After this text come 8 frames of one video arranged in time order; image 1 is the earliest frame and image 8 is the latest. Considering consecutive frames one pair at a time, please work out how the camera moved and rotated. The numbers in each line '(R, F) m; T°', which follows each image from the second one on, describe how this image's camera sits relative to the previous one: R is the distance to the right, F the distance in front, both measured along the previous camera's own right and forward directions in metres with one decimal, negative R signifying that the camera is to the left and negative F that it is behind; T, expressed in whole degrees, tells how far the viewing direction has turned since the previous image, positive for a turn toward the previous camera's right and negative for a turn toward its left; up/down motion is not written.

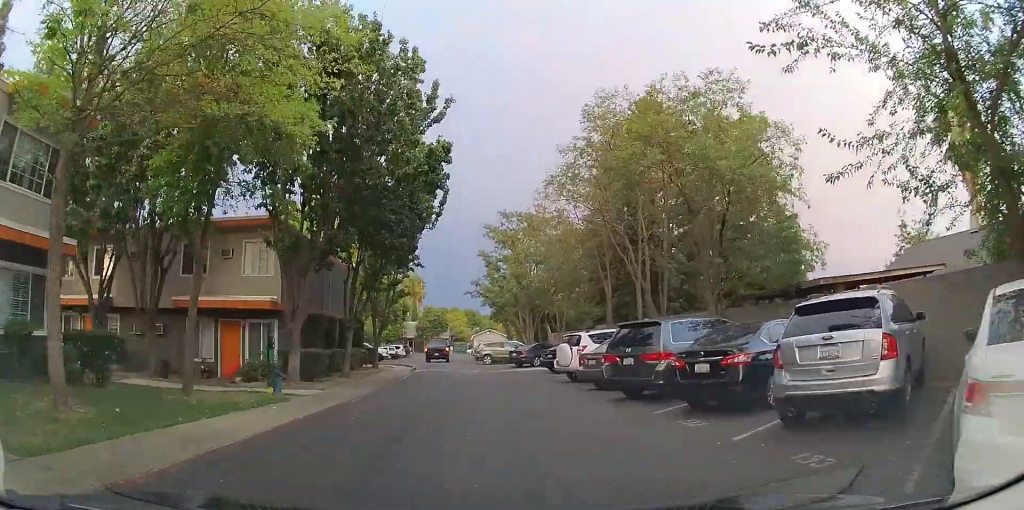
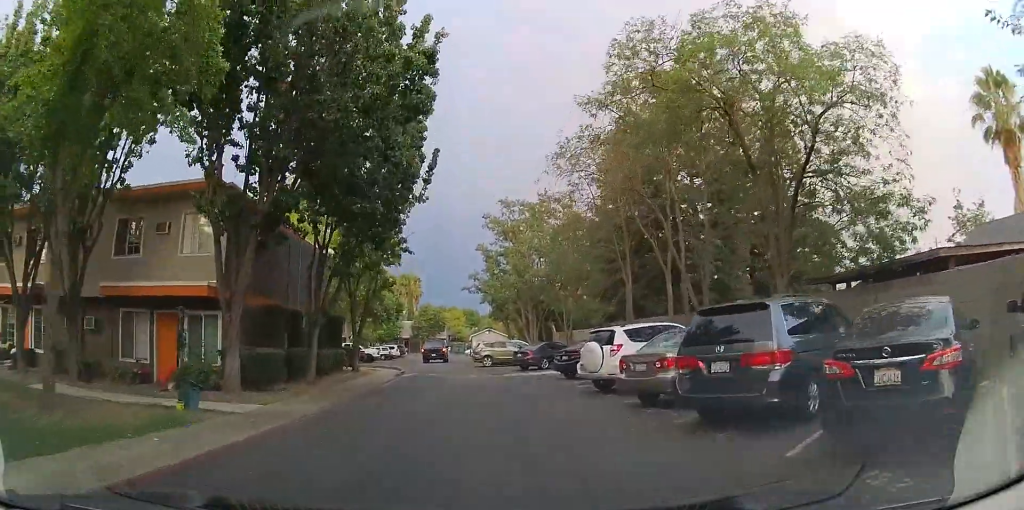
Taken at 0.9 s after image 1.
(0.0, +4.2) m; 0°
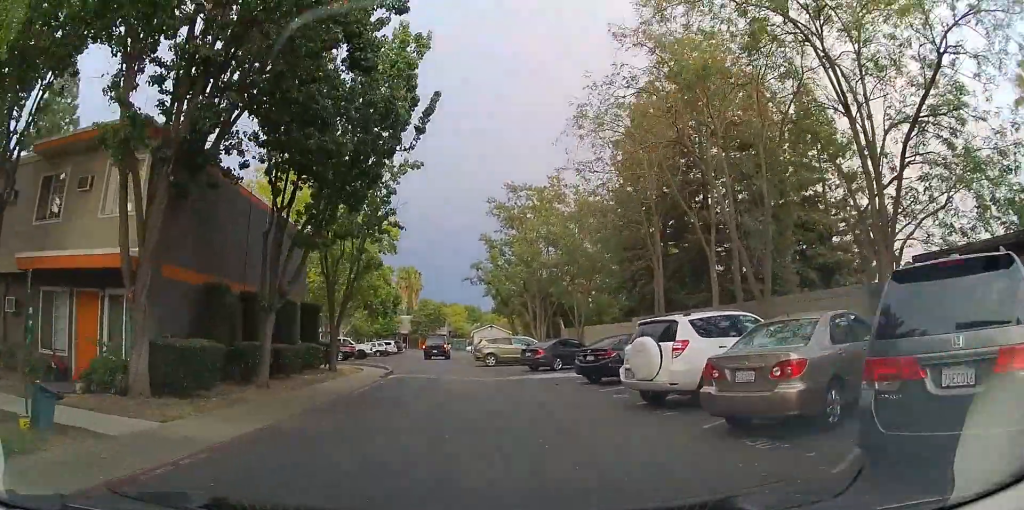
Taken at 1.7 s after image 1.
(0.0, +3.9) m; -1°
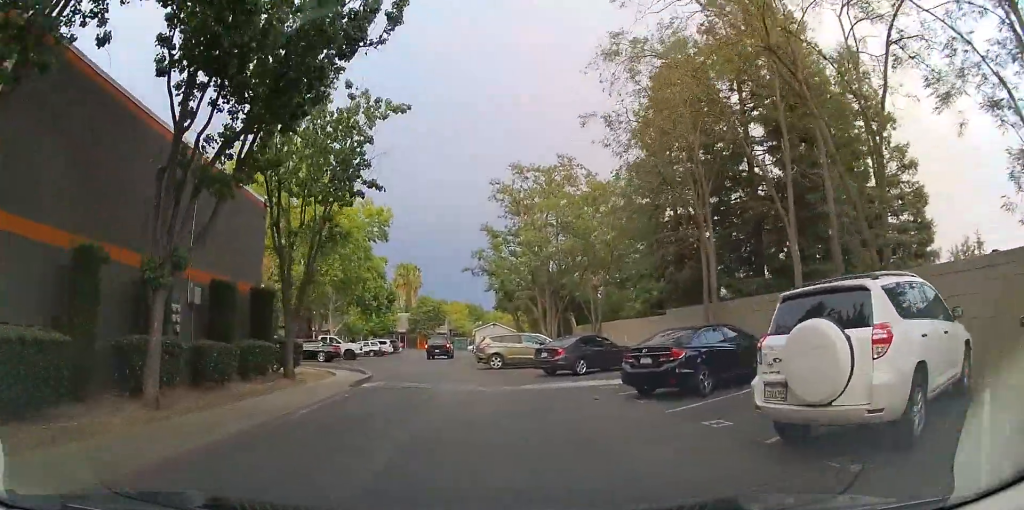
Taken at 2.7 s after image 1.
(-0.1, +4.8) m; -1°
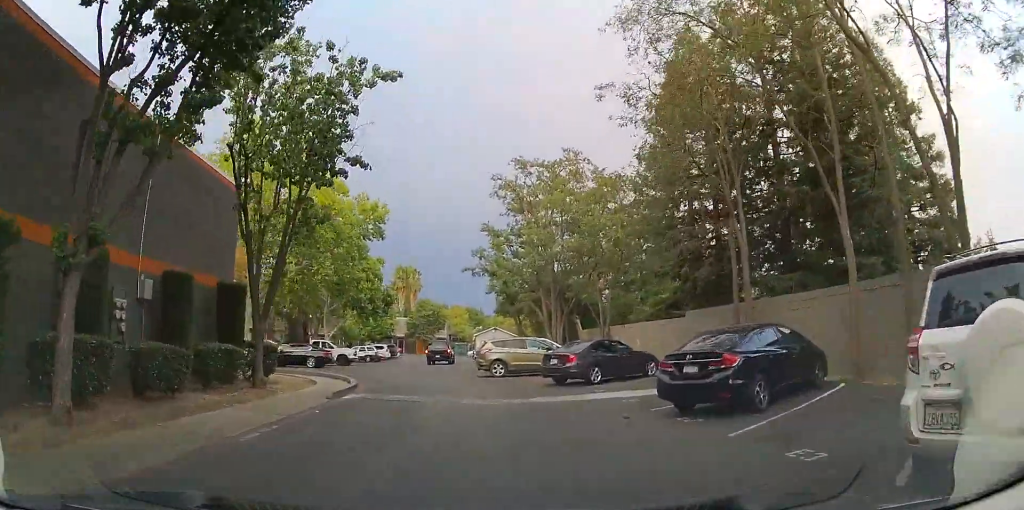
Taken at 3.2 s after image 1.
(0.0, +2.1) m; 0°
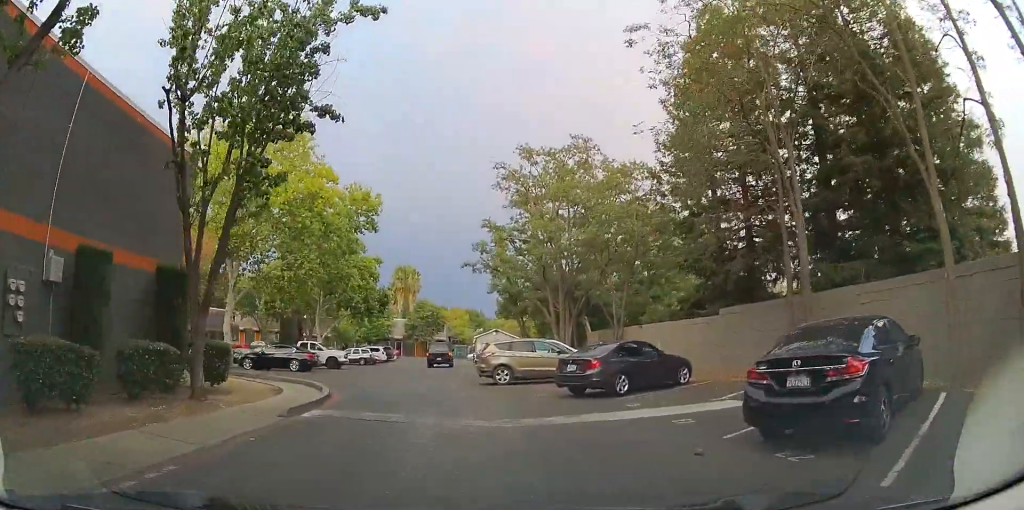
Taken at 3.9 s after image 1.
(0.0, +2.9) m; -1°
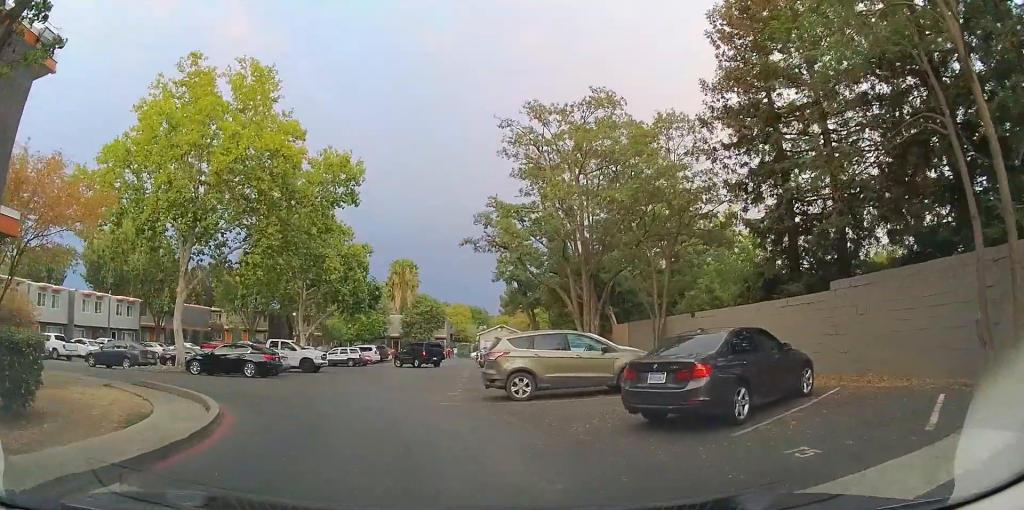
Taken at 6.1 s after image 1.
(-0.2, +6.8) m; -2°
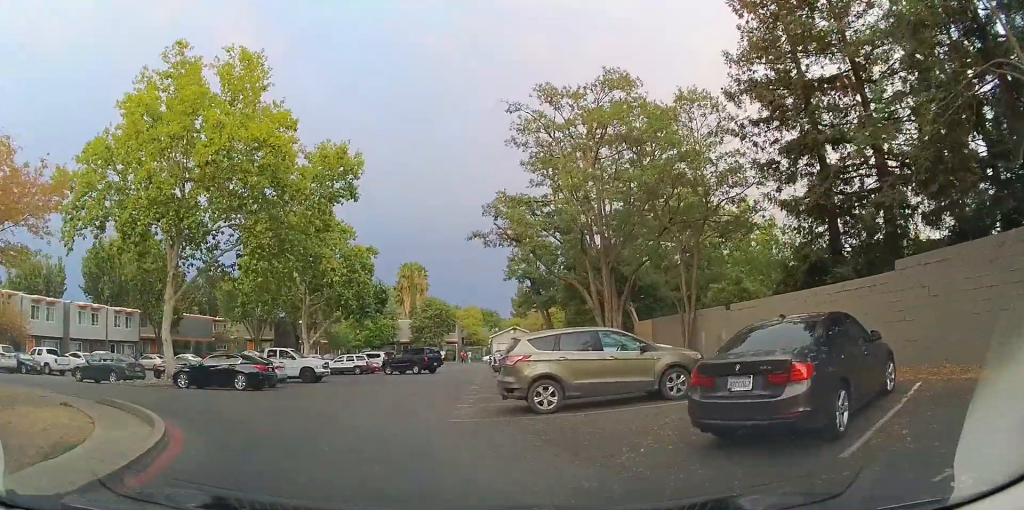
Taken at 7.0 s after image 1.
(0.0, +2.3) m; 0°
